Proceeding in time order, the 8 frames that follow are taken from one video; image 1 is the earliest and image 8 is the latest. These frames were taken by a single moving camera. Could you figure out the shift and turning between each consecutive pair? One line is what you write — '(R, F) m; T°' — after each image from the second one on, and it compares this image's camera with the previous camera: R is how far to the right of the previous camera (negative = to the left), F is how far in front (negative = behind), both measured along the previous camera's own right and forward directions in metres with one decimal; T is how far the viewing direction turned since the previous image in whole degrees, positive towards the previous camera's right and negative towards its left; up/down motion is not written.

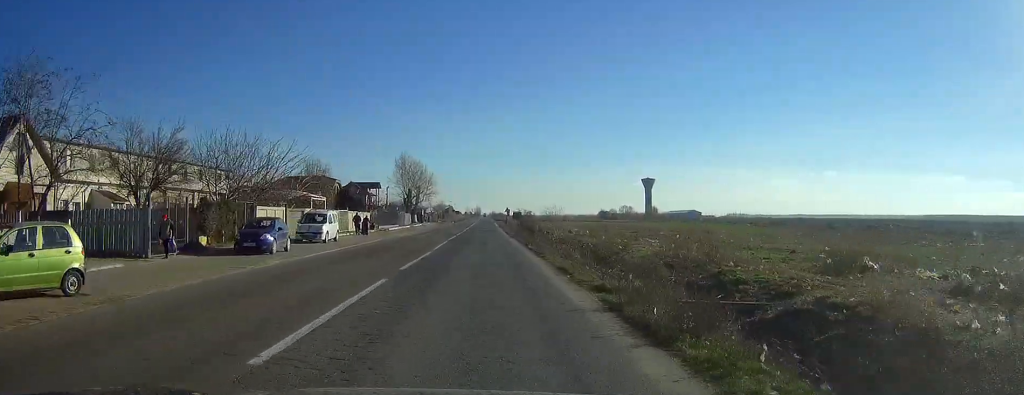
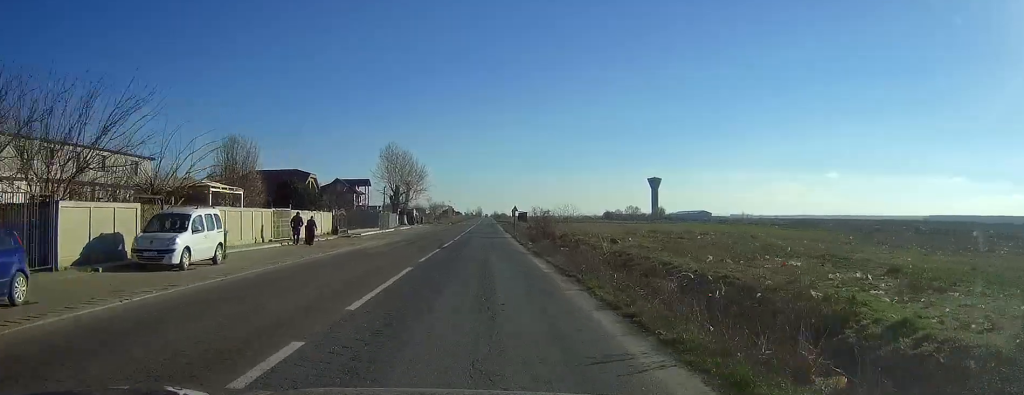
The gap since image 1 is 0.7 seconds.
(-0.1, +19.7) m; 0°
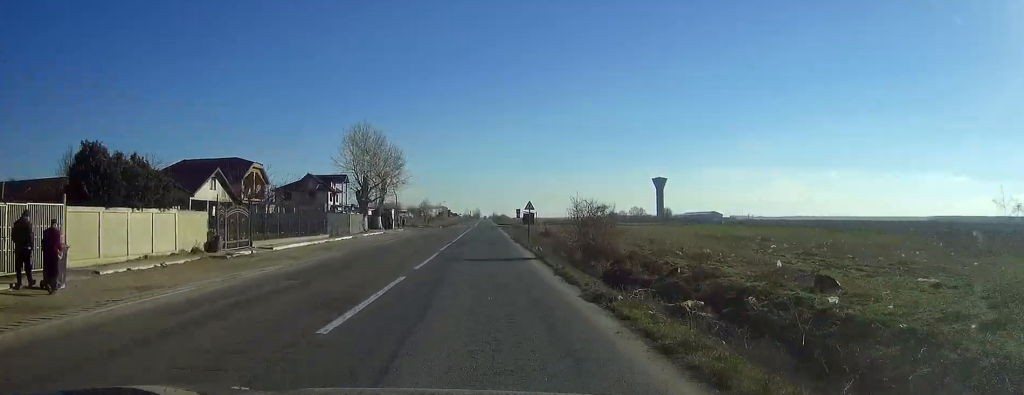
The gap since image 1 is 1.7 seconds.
(0.0, +25.9) m; 0°
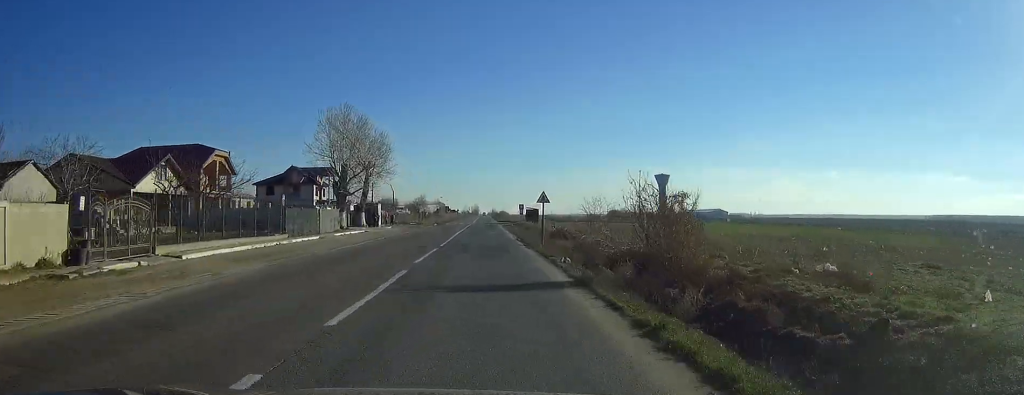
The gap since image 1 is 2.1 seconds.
(0.0, +11.6) m; 0°
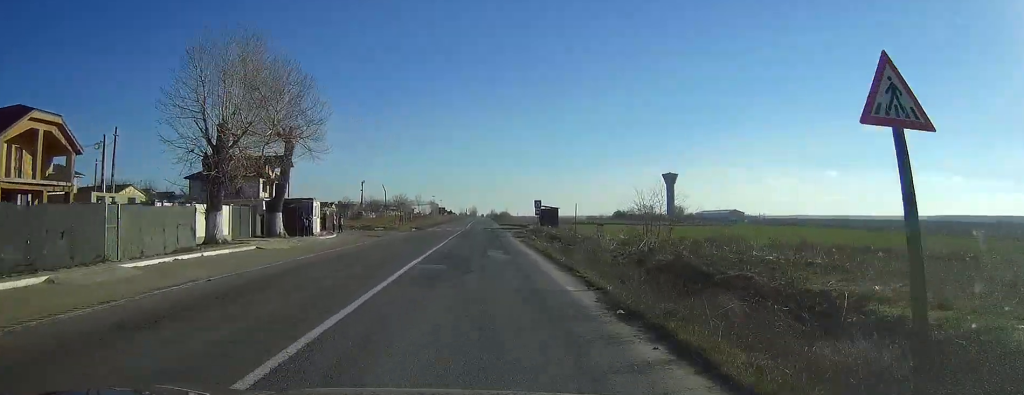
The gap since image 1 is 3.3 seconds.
(+0.1, +31.3) m; +1°
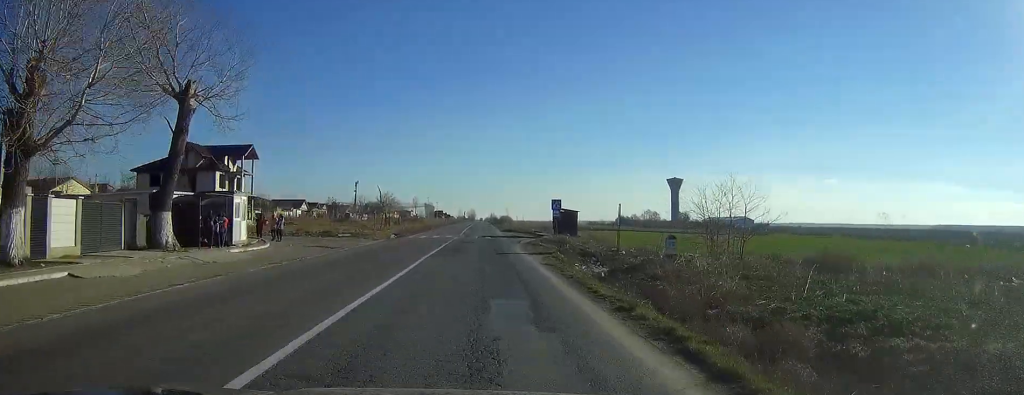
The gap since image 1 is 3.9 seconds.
(+0.1, +17.0) m; 0°
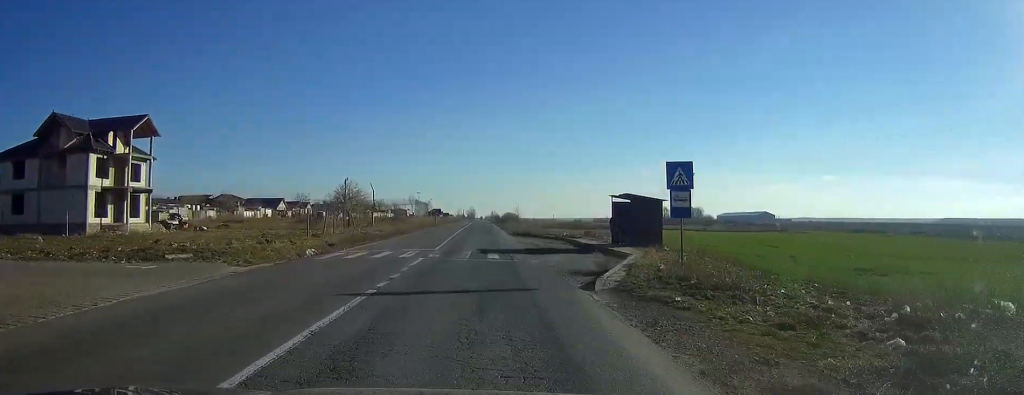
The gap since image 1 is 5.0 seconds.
(0.0, +29.5) m; 0°
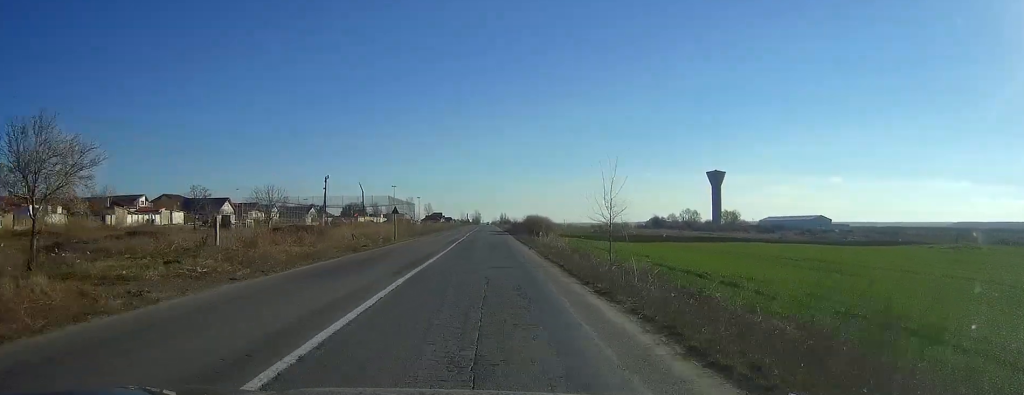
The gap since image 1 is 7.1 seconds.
(0.0, +56.3) m; 0°
